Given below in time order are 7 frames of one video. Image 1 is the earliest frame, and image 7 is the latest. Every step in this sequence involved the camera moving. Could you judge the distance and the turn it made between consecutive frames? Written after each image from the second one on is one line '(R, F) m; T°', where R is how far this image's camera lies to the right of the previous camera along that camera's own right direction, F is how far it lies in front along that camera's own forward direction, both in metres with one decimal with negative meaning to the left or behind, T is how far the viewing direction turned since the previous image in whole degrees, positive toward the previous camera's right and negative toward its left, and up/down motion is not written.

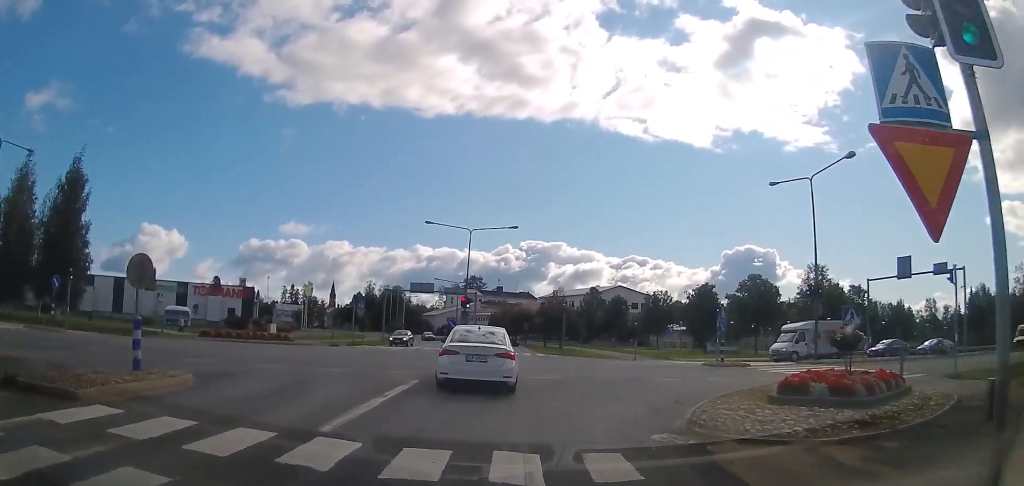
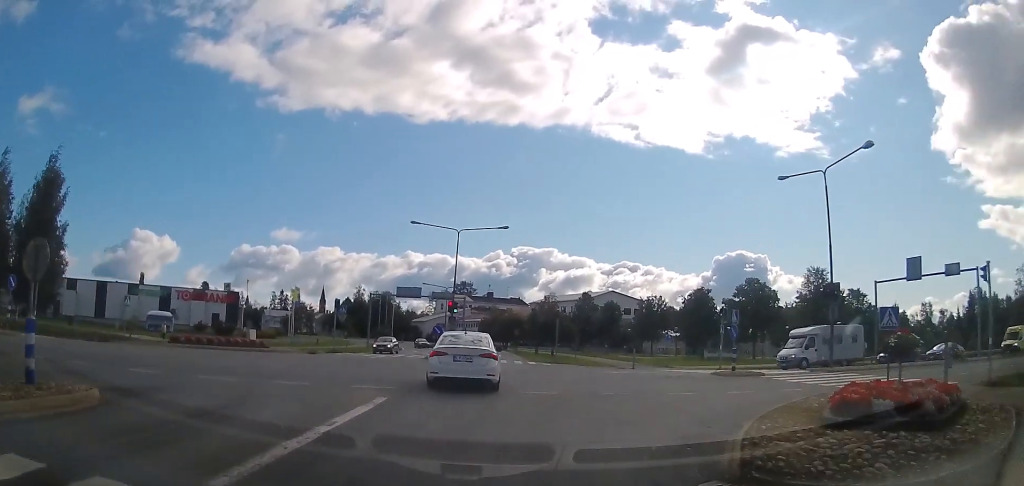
(0.0, +2.6) m; +6°
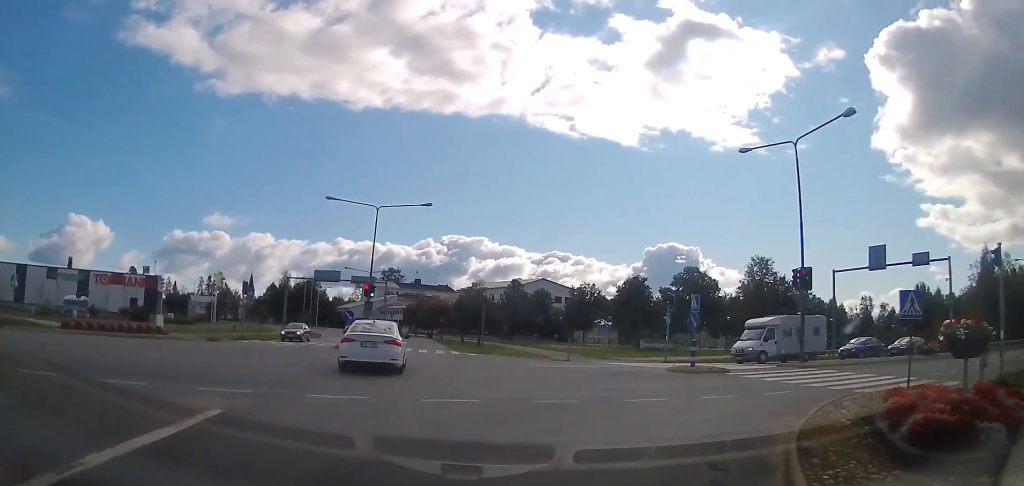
(+0.3, +3.6) m; +9°
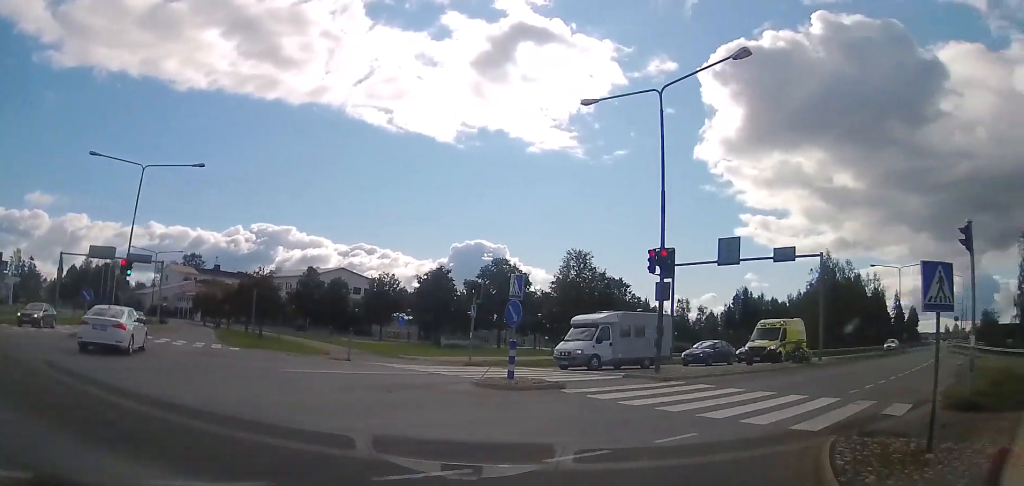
(+0.5, +5.5) m; +12°
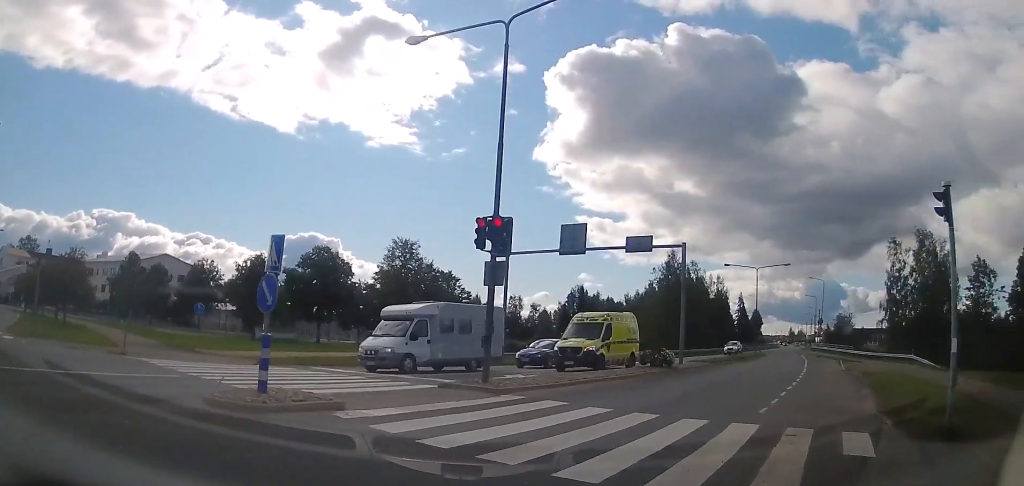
(+0.1, +3.7) m; +9°
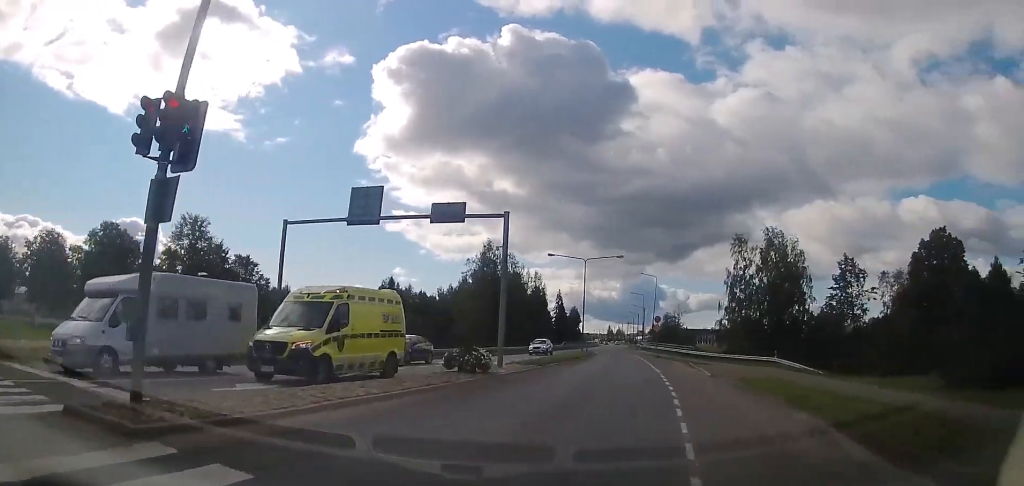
(+0.6, +5.3) m; +14°
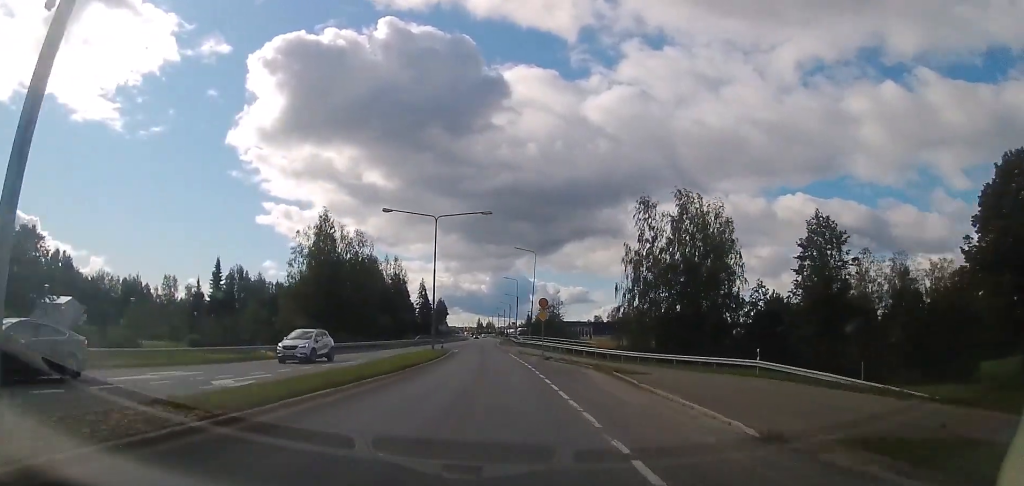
(+3.1, +14.0) m; +24°
